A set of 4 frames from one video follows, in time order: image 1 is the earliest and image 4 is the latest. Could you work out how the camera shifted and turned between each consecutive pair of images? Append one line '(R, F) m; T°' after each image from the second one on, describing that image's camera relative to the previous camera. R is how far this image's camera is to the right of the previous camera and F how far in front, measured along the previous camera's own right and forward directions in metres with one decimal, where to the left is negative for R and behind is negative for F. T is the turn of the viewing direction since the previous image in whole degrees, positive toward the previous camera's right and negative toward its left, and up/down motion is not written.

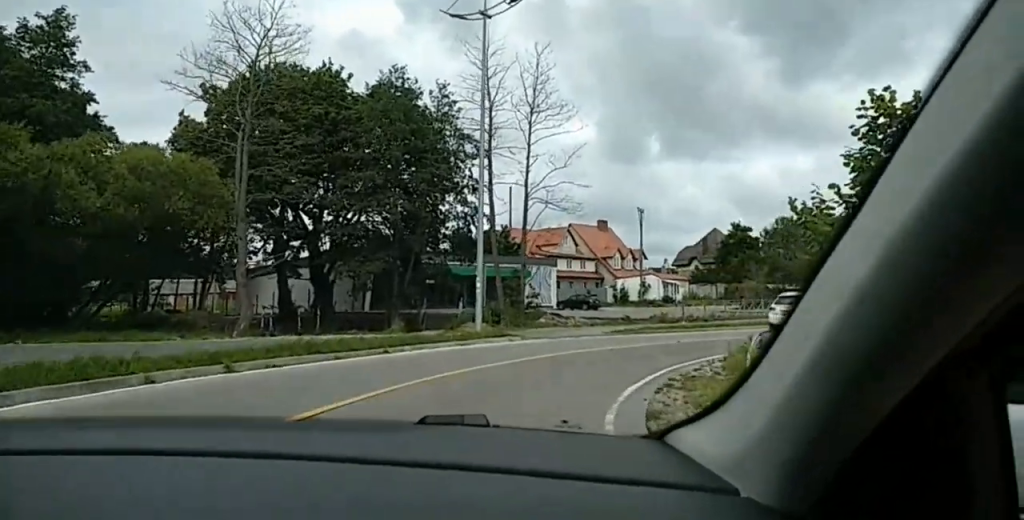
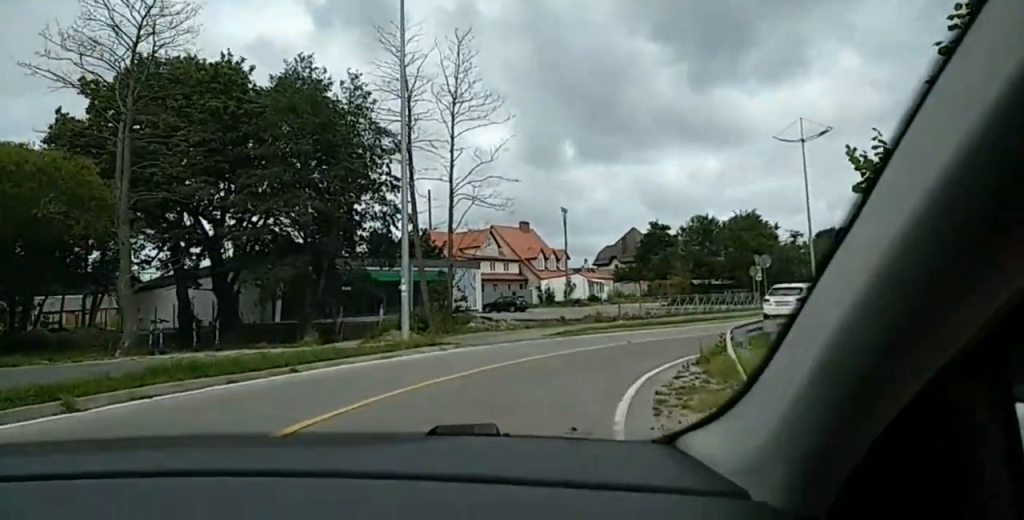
(0.0, +3.0) m; +8°
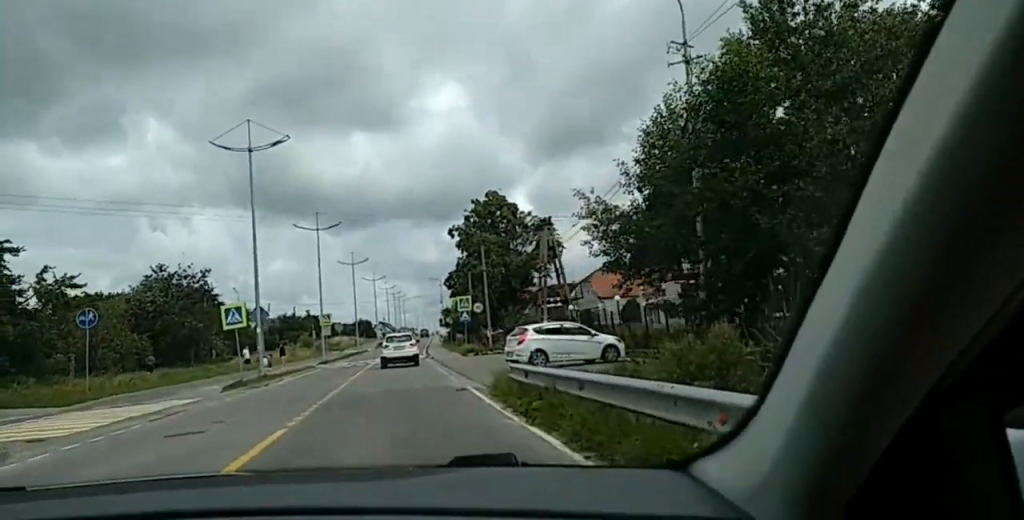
(+18.2, +31.1) m; +51°
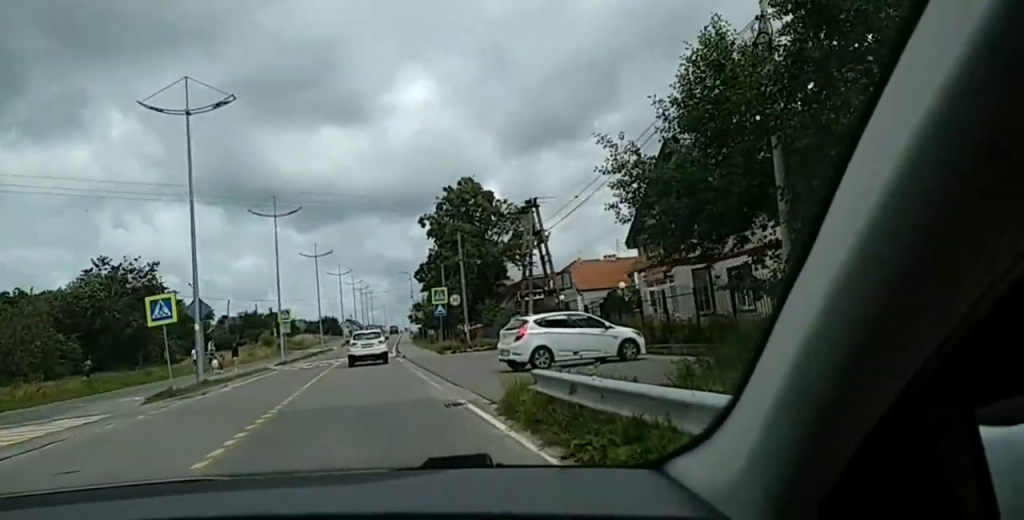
(-0.1, +4.7) m; +2°
